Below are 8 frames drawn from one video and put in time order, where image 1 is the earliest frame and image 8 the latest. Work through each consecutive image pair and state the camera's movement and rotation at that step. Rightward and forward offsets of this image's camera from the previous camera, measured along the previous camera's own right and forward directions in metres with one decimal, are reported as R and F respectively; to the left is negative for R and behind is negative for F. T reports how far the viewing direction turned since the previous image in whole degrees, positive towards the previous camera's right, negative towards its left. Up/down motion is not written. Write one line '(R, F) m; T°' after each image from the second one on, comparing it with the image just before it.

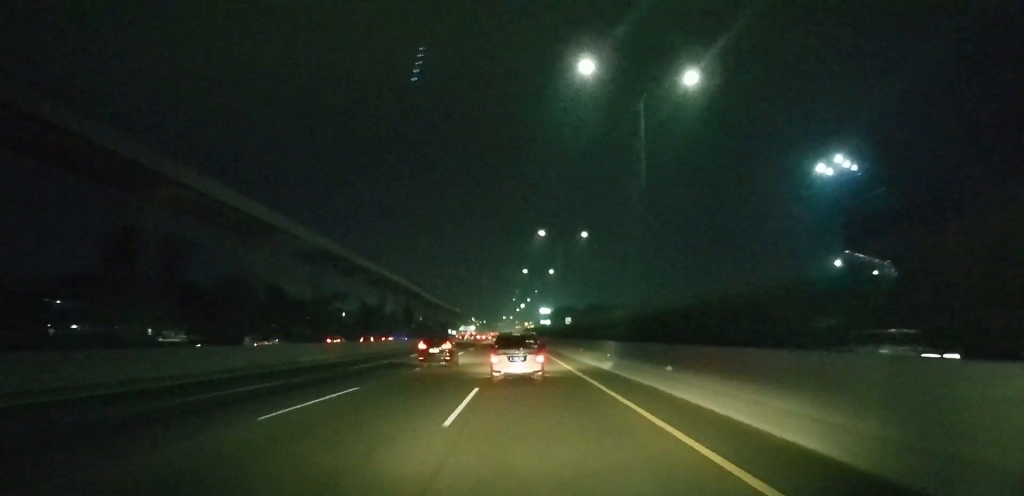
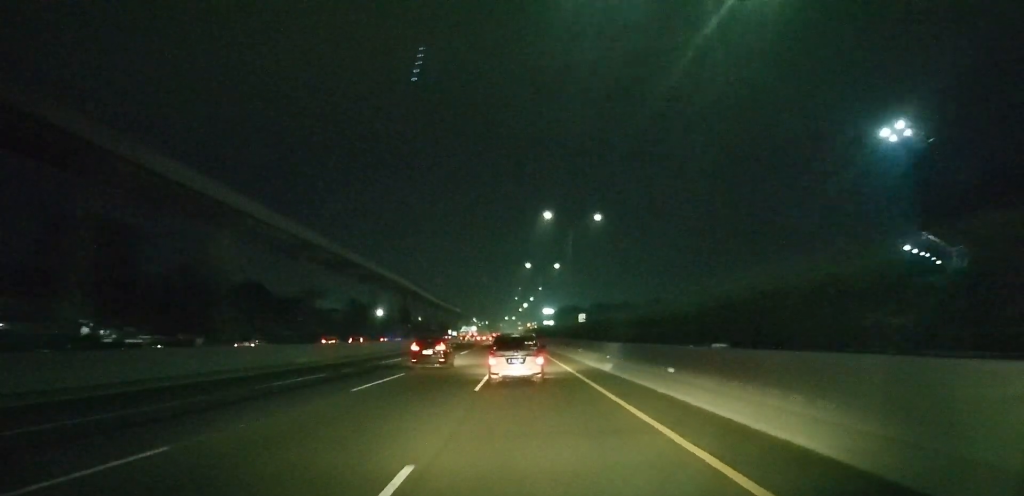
(0.0, +11.2) m; 0°
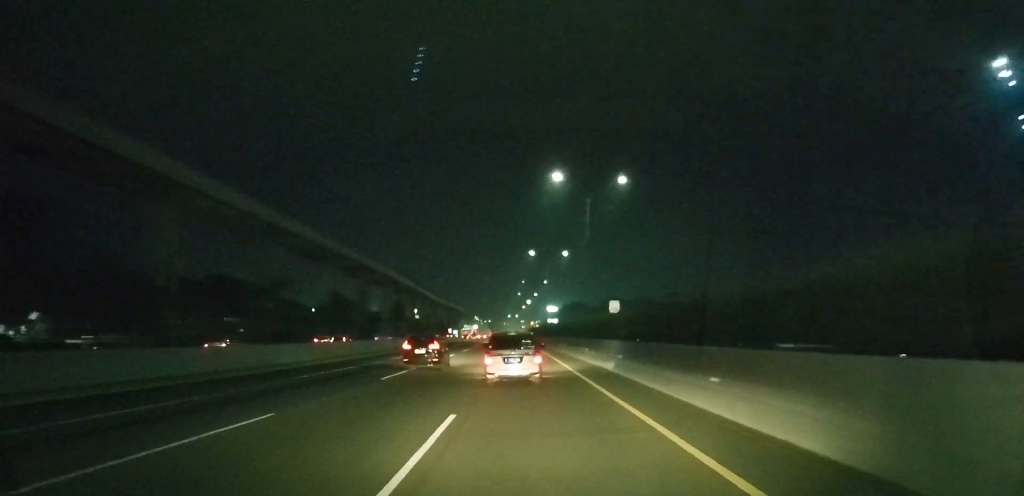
(0.0, +15.2) m; 0°
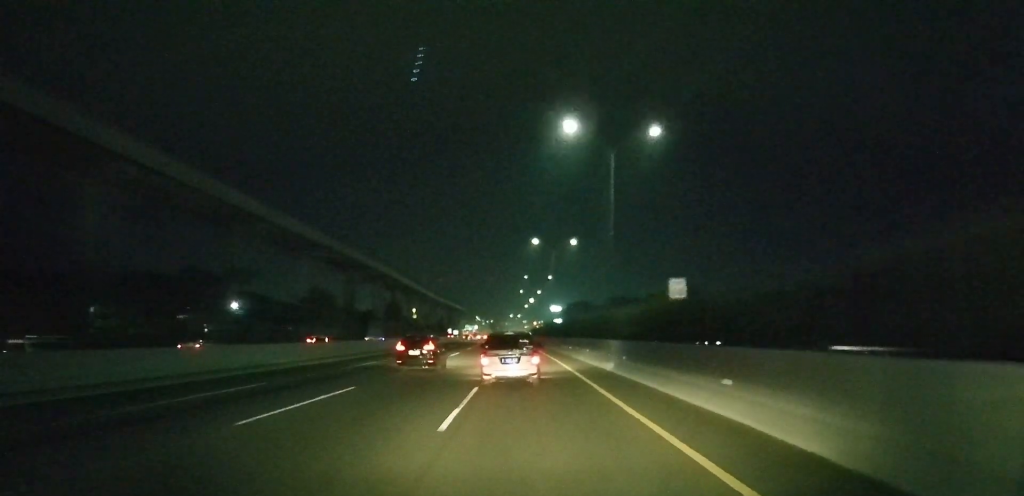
(0.0, +13.0) m; 0°
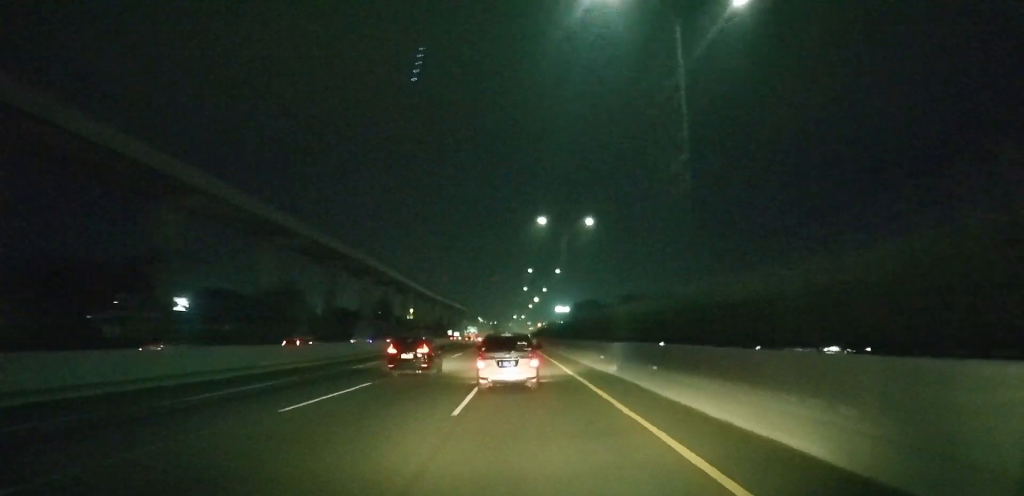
(-0.1, +17.8) m; 0°
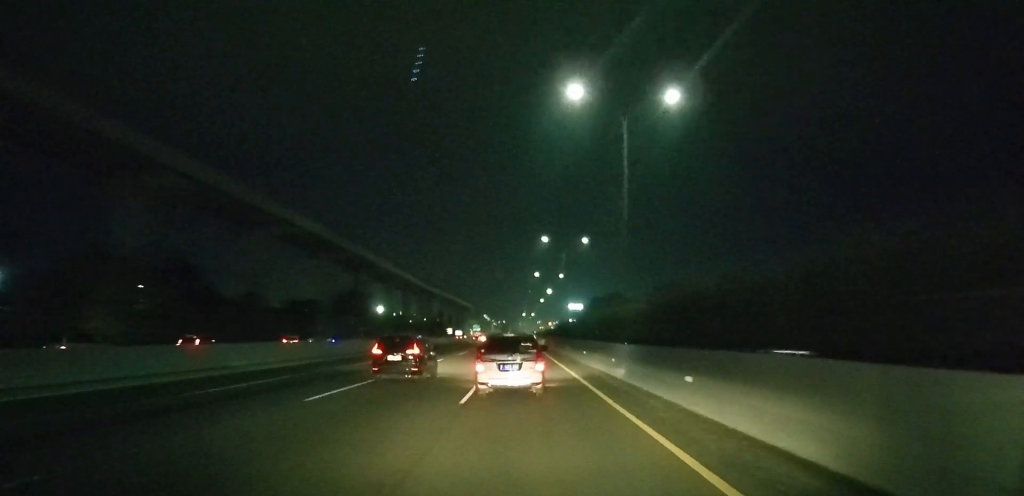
(-0.1, +40.8) m; -1°
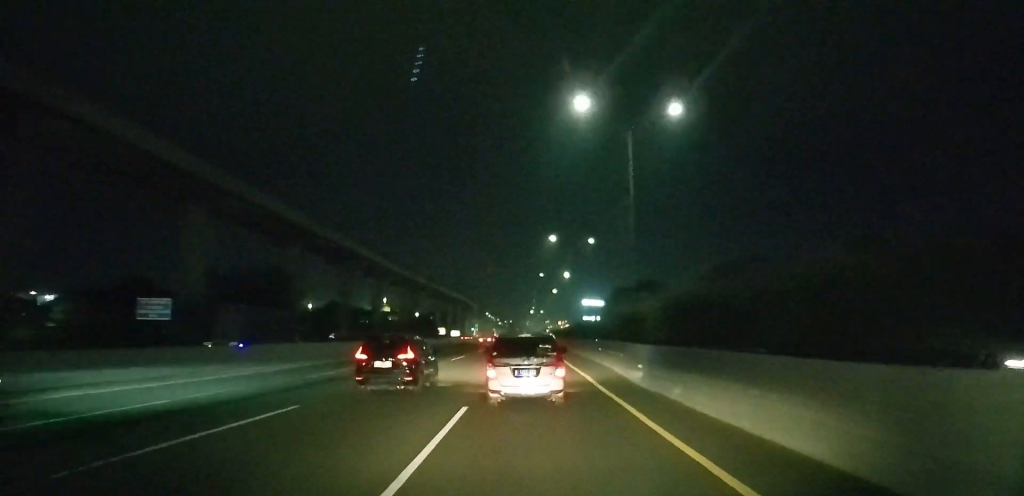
(-0.9, +55.3) m; -1°
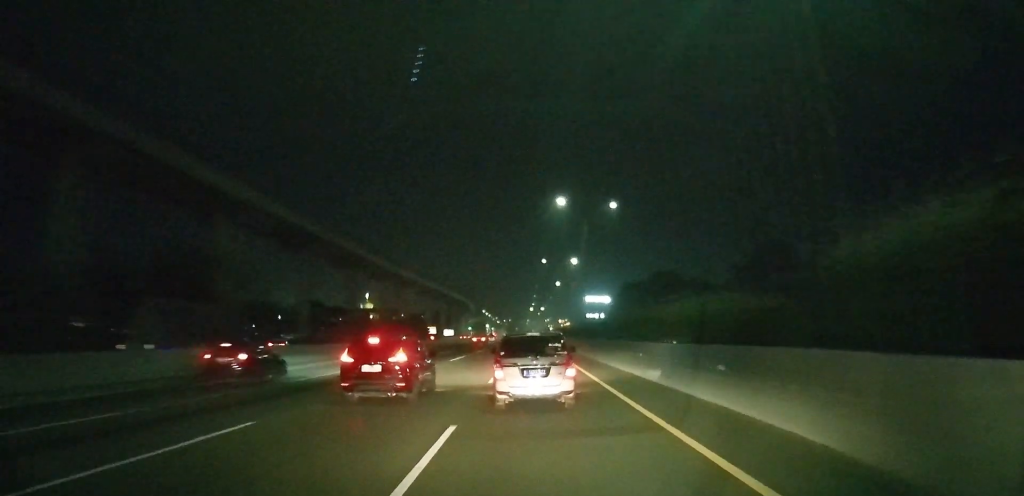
(0.0, +27.7) m; 0°
